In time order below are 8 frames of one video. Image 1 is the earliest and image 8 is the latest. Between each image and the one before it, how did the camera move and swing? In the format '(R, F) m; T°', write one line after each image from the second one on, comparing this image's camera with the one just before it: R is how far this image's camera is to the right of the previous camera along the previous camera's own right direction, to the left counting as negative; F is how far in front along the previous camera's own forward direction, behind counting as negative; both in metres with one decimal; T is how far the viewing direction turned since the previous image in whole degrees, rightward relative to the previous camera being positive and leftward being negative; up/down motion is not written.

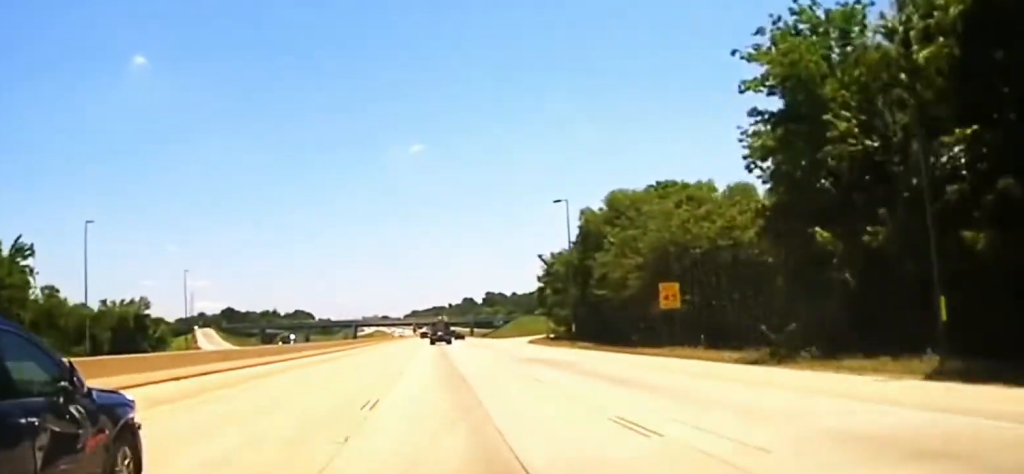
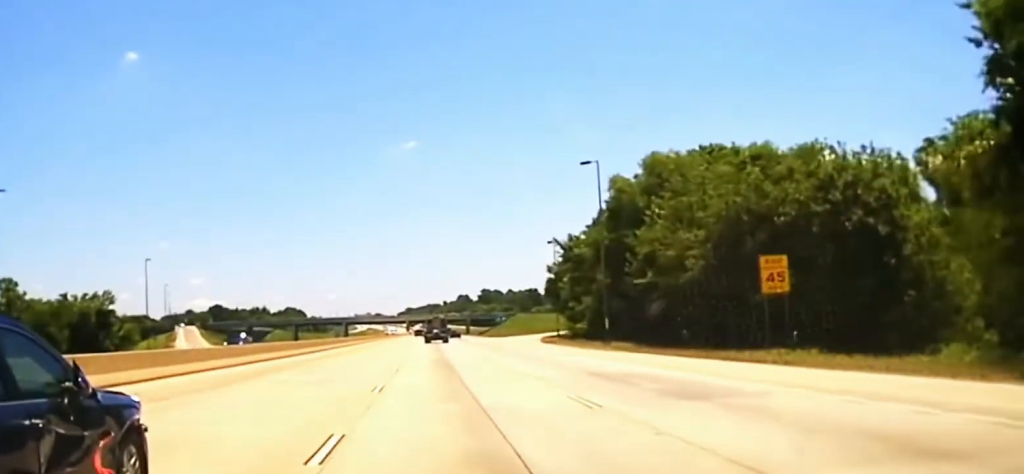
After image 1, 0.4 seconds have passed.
(-0.1, +20.8) m; 0°
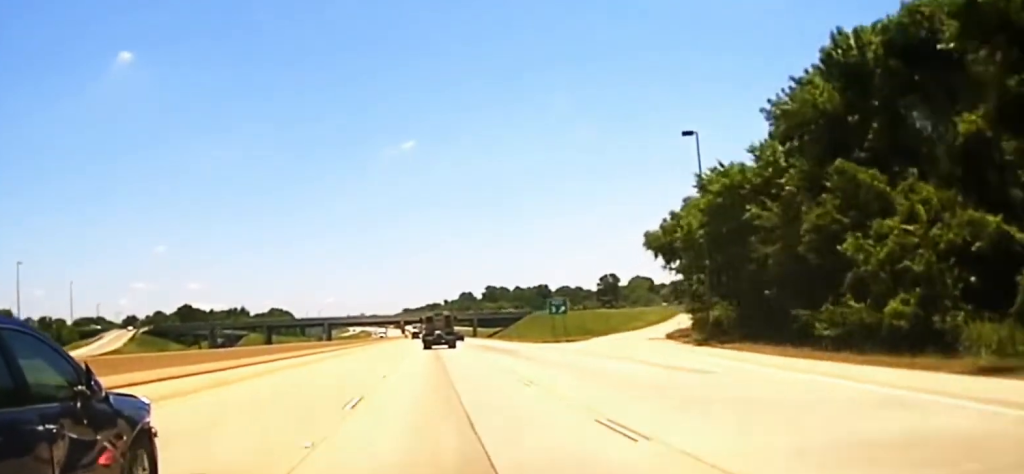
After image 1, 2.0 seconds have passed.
(+0.4, +91.1) m; 0°
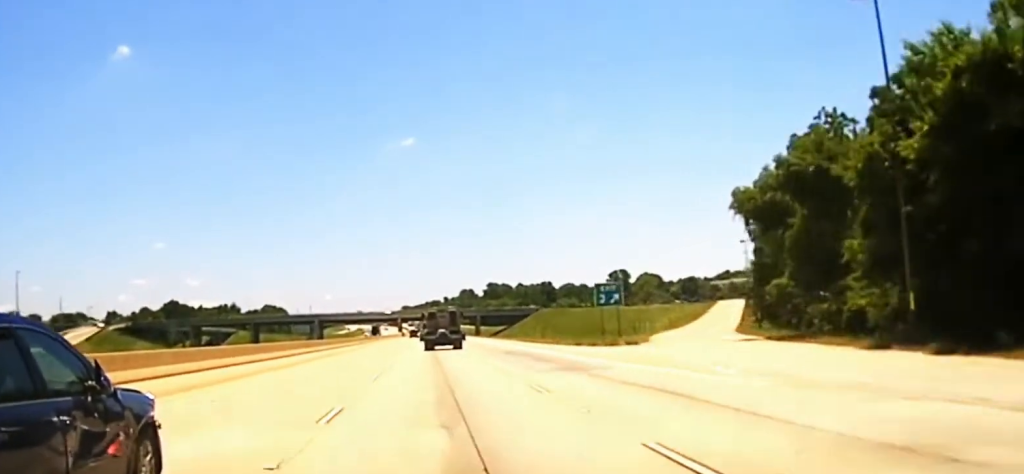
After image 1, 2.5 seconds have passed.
(+0.1, +35.3) m; 0°
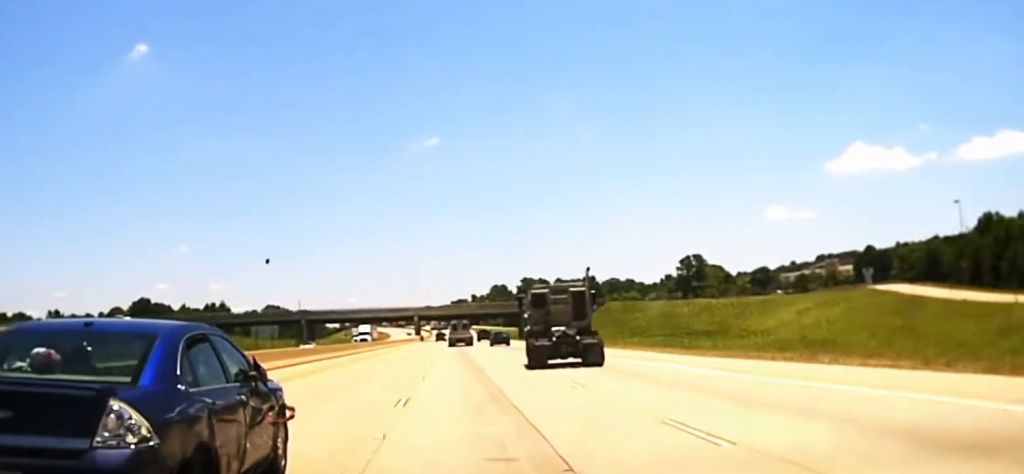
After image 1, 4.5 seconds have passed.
(-1.4, +106.1) m; -1°
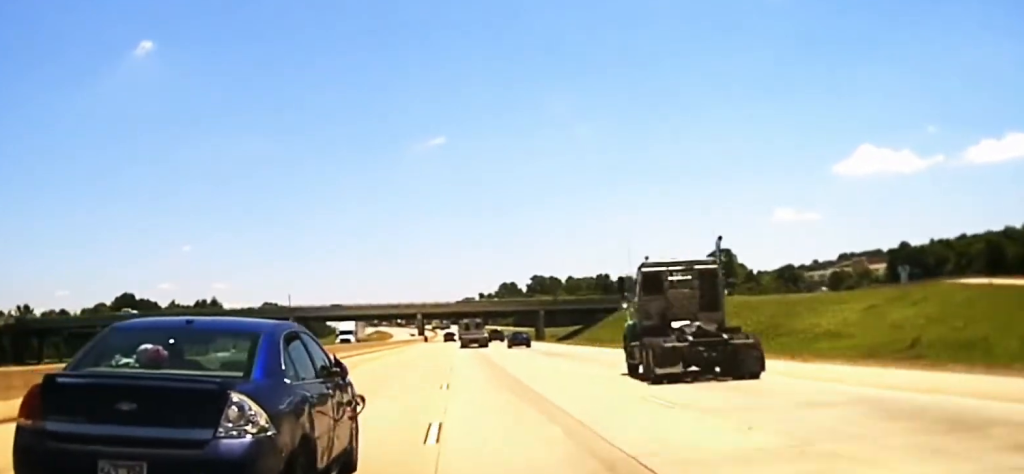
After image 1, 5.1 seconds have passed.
(-0.1, +27.7) m; 0°
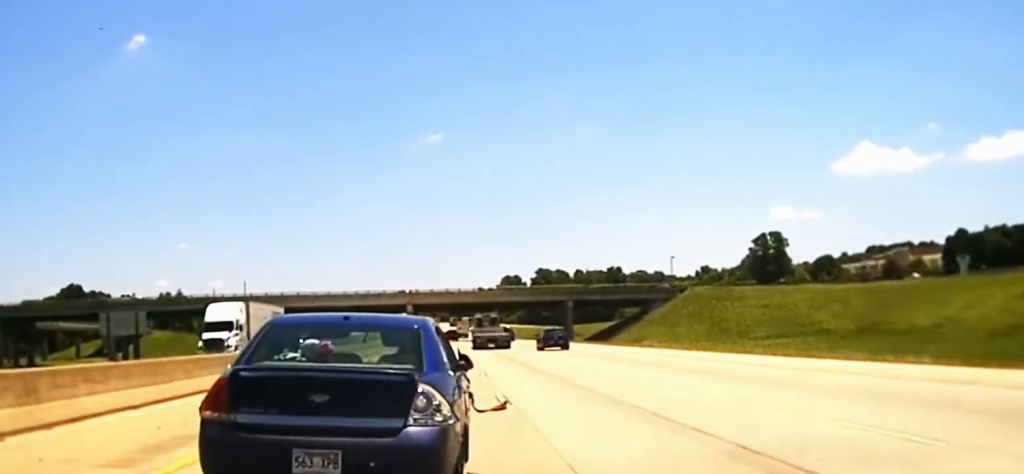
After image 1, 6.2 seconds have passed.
(+0.3, +47.7) m; +1°
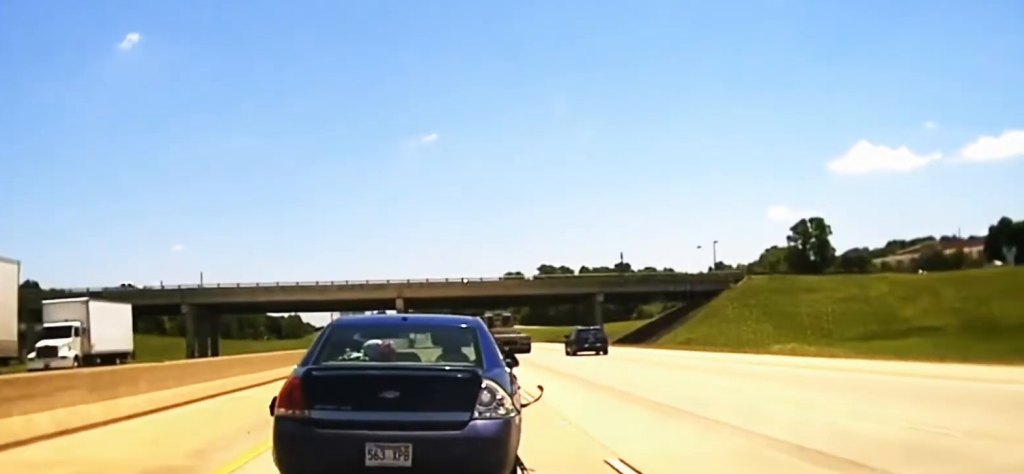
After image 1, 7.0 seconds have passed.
(+0.1, +32.7) m; 0°
